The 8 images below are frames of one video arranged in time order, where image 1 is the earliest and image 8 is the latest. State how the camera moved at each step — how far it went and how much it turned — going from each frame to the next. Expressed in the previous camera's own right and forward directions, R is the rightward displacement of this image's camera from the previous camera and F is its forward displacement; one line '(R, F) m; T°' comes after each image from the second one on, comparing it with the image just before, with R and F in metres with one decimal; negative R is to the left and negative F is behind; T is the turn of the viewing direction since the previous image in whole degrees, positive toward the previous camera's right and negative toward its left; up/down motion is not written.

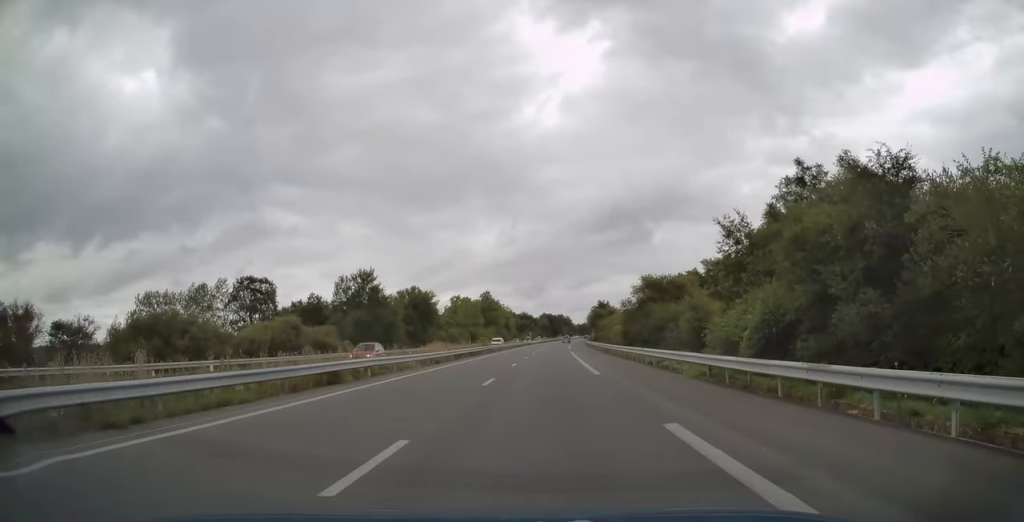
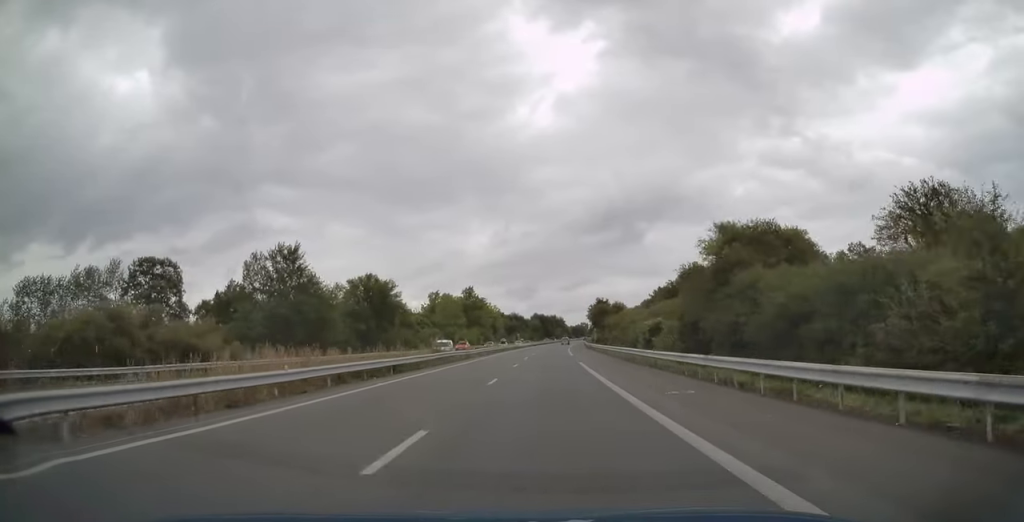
(-0.1, +24.8) m; 0°
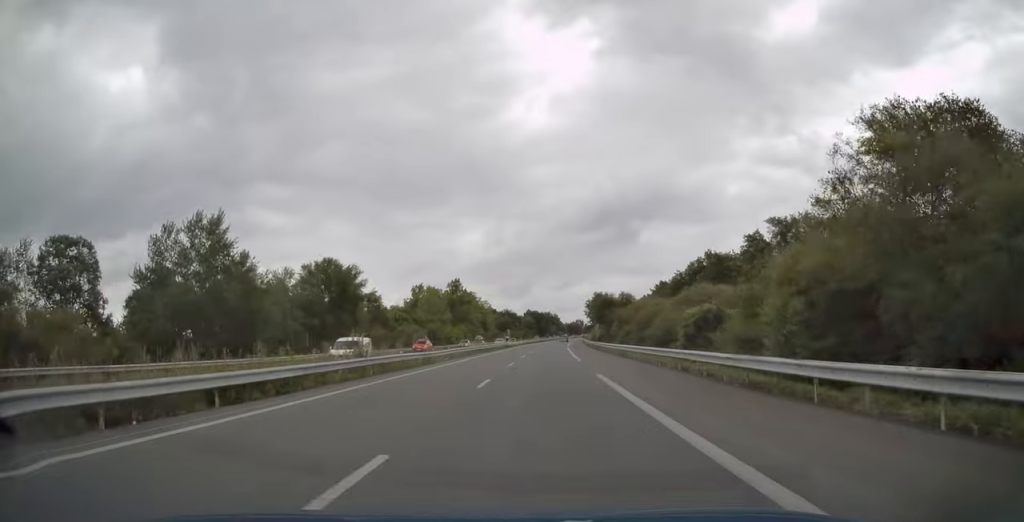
(+0.1, +15.0) m; +1°
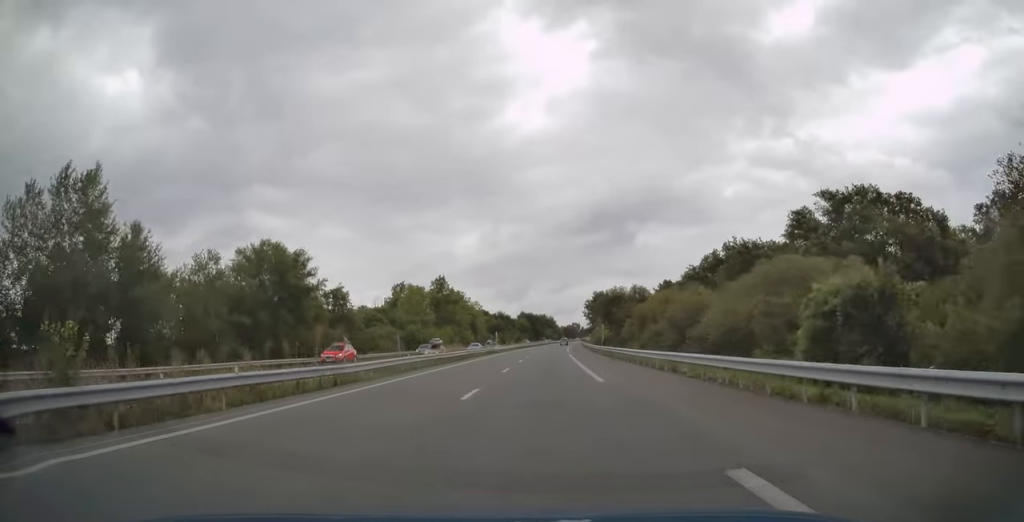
(+0.1, +15.6) m; +1°
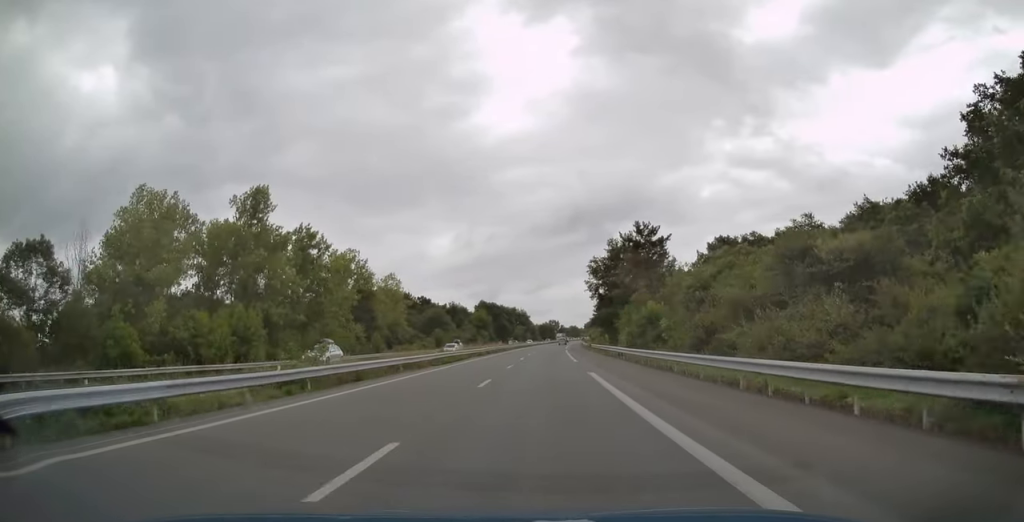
(+1.8, +86.2) m; +2°
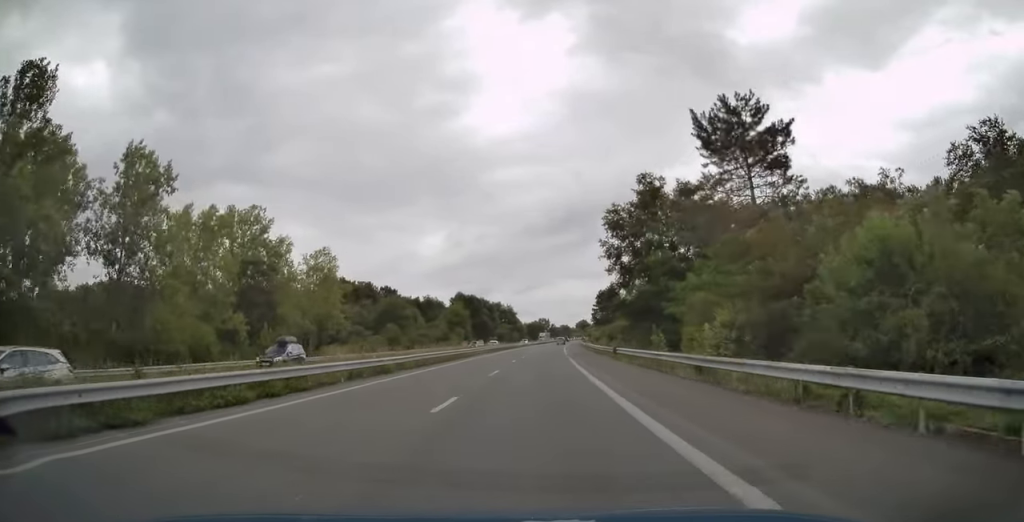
(+0.5, +32.1) m; +1°
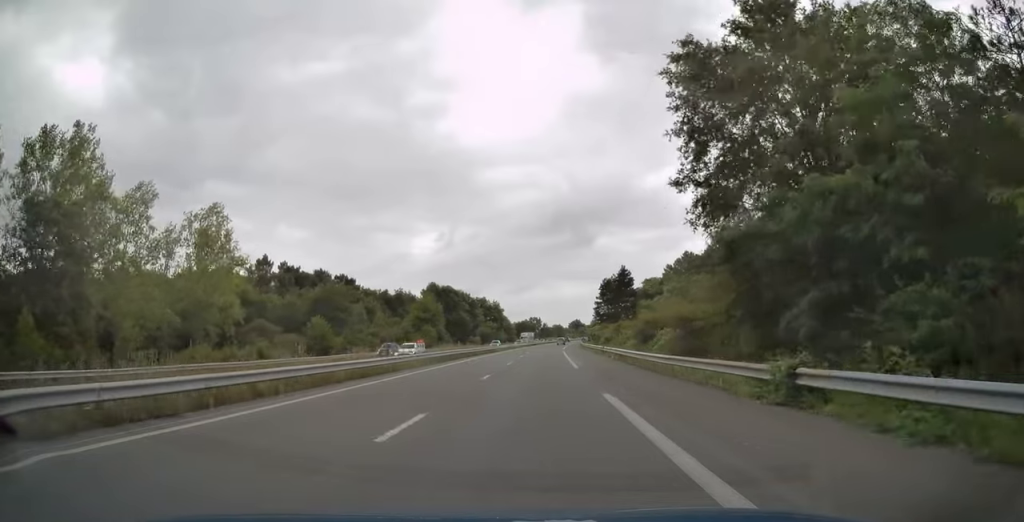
(+0.3, +28.9) m; +1°
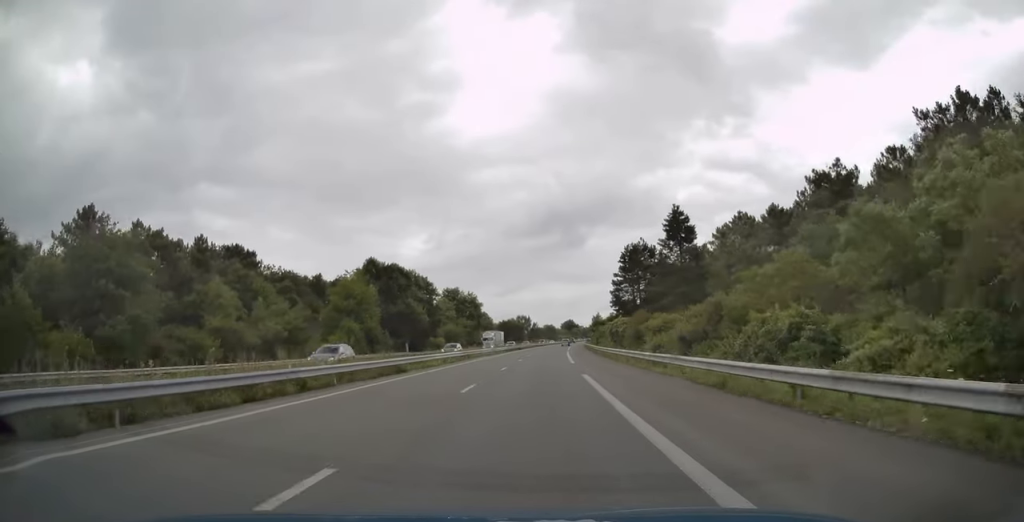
(+0.3, +43.4) m; +1°
